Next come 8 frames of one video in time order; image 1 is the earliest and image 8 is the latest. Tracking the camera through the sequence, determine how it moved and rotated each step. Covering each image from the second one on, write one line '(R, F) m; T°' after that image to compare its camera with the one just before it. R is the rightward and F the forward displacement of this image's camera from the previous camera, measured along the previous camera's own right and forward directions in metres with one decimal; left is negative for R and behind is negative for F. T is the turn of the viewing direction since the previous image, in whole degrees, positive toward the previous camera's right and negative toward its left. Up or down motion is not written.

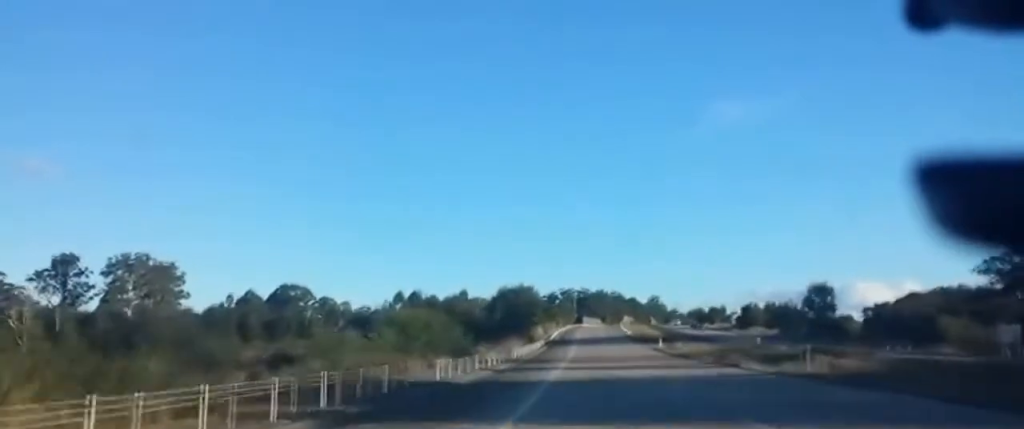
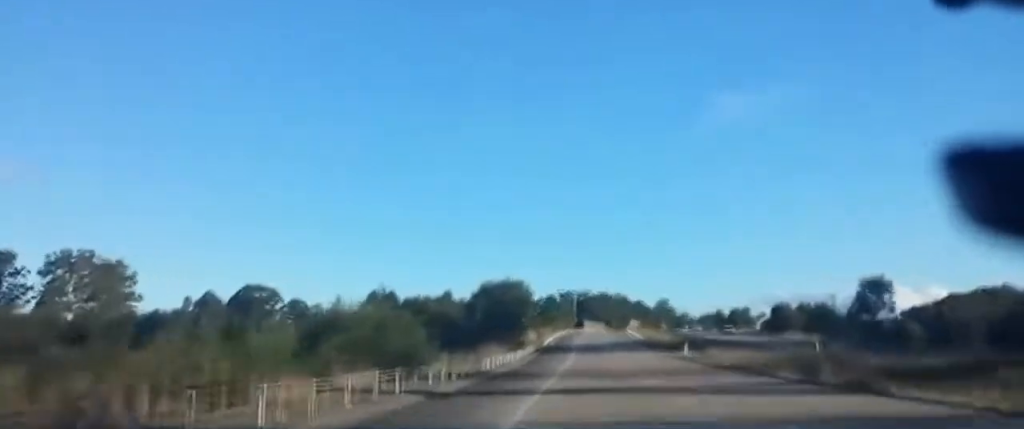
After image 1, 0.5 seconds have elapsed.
(-0.1, +17.1) m; 0°
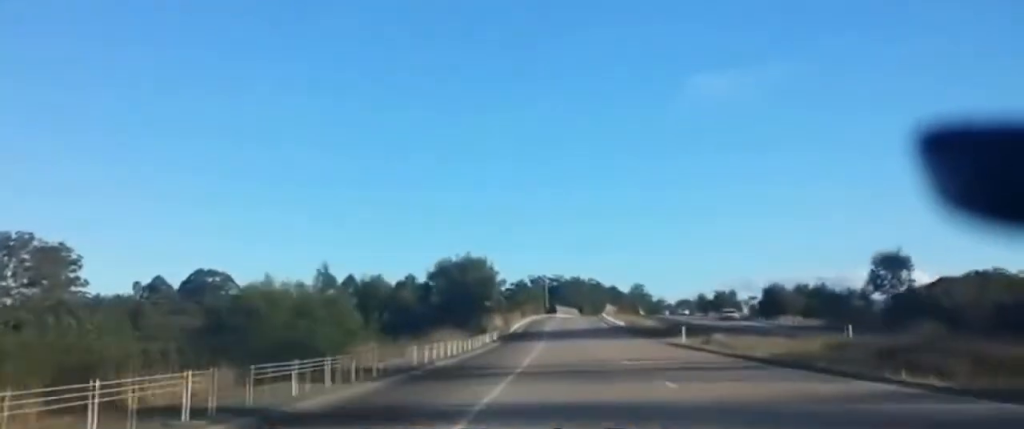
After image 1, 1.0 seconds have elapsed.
(+0.1, +13.7) m; 0°
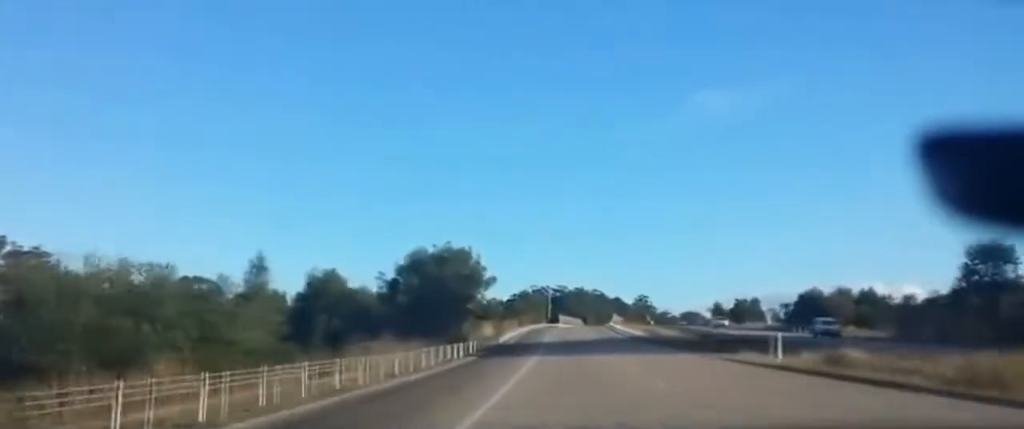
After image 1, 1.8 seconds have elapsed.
(+0.1, +26.2) m; 0°
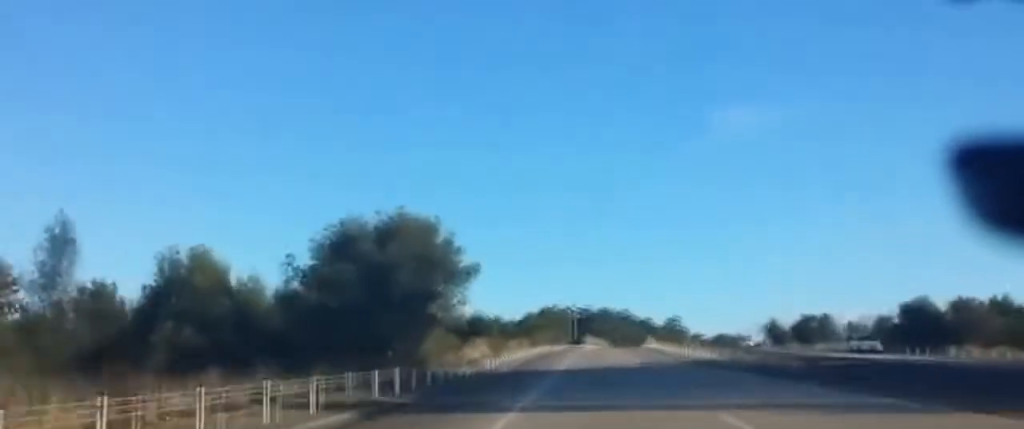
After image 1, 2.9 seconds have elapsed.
(0.0, +33.1) m; 0°
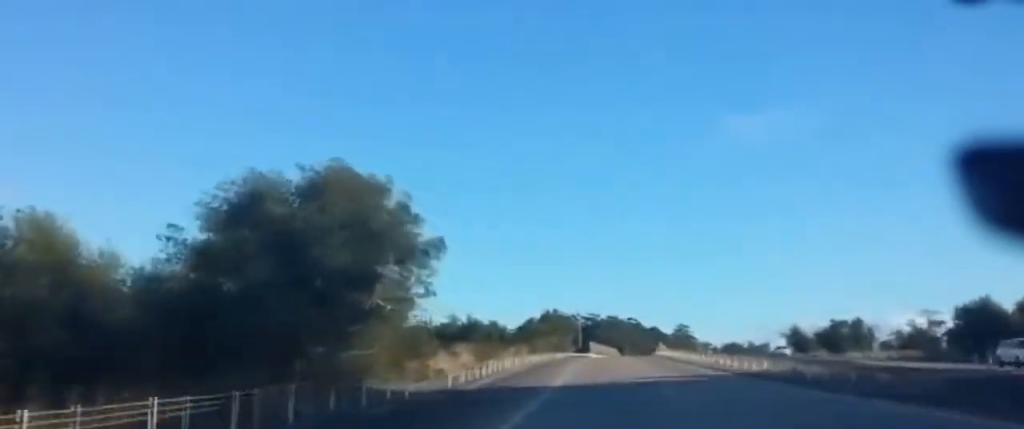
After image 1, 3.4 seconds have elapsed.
(-0.1, +16.5) m; 0°
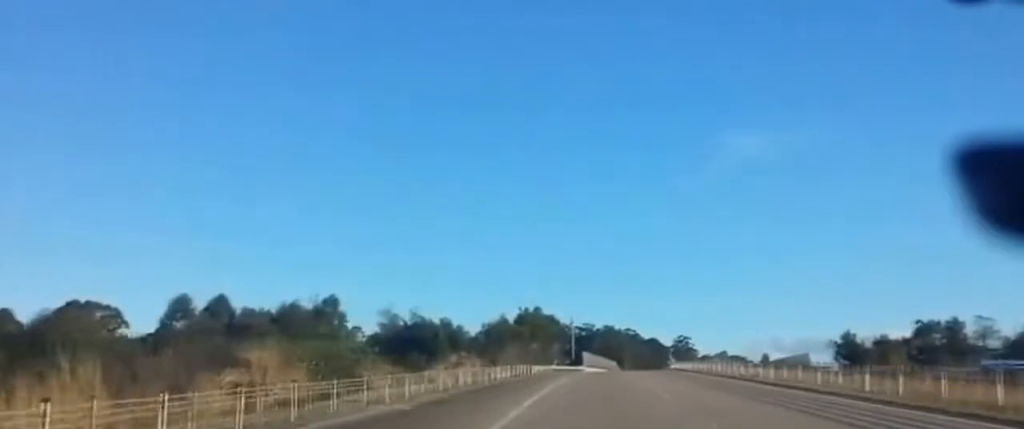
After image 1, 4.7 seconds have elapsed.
(+0.1, +41.0) m; +1°
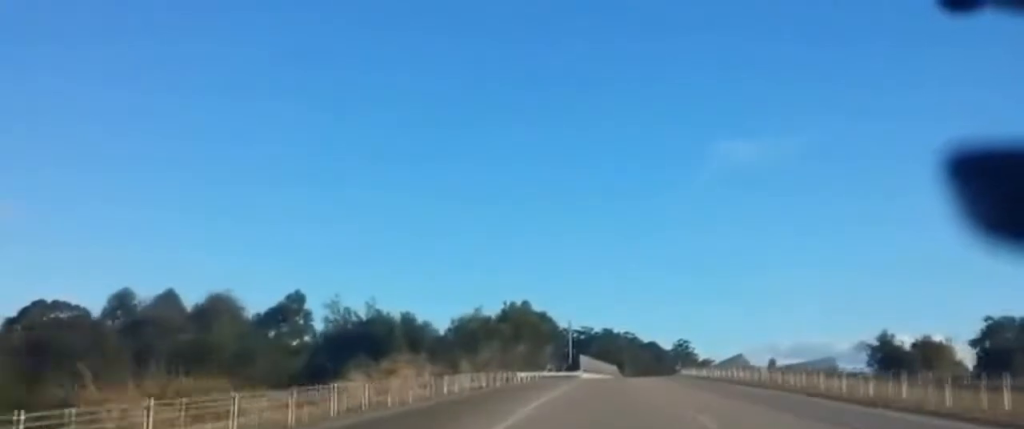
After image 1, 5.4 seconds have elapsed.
(+0.2, +21.5) m; 0°
